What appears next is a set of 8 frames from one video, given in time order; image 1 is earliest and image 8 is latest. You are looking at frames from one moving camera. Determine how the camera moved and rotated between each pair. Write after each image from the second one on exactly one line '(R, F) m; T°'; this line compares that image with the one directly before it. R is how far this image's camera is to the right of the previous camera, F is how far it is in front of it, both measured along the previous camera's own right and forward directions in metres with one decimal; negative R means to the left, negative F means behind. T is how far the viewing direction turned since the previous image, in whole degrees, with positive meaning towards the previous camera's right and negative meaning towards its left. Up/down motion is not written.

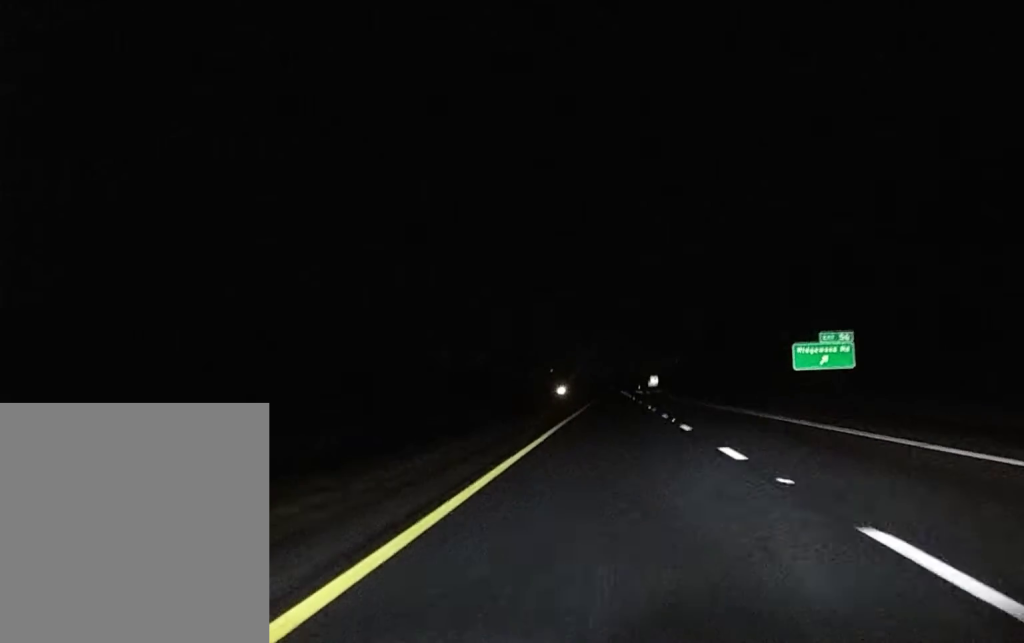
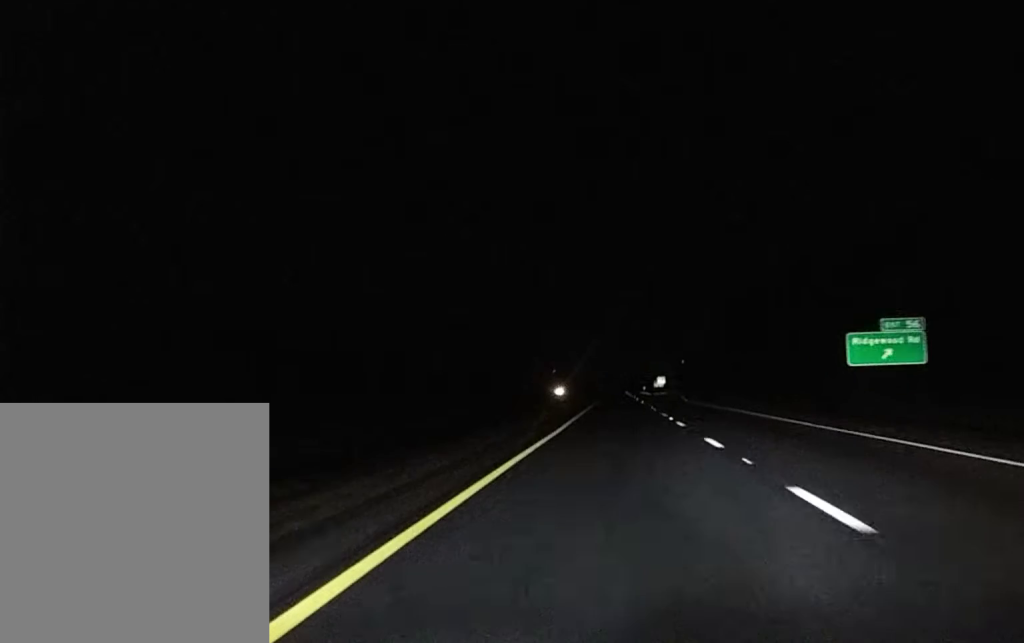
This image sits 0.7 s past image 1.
(-0.1, +20.4) m; 0°
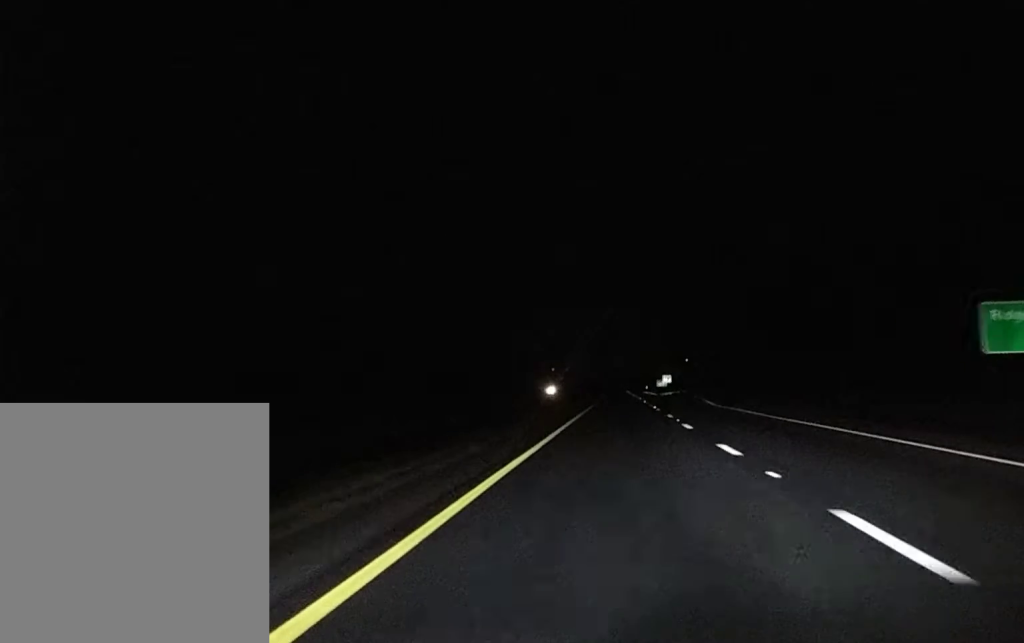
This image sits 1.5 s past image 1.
(+0.1, +26.5) m; 0°
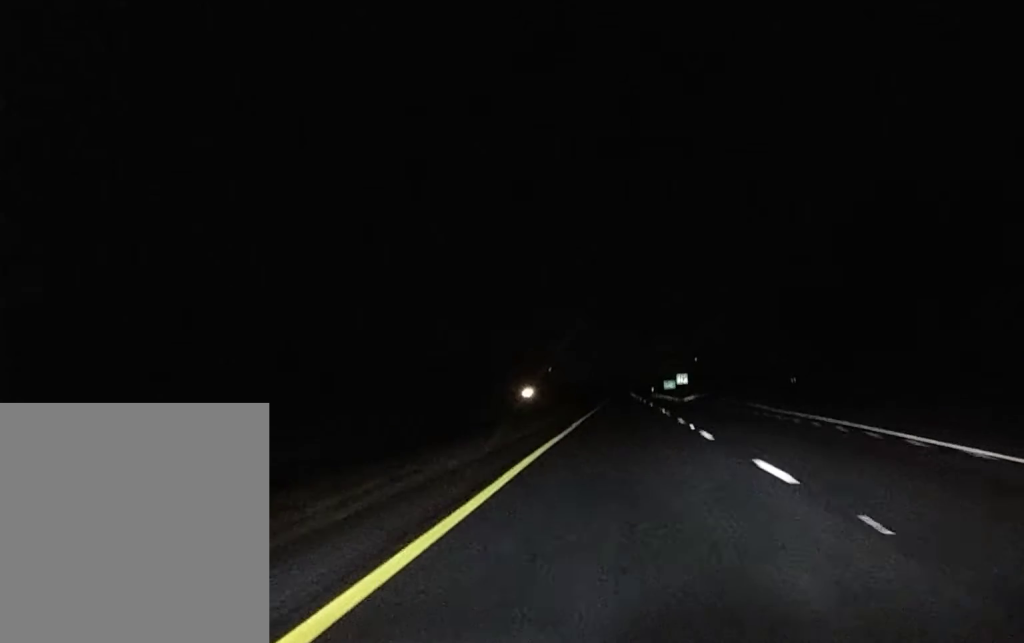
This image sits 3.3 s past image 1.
(-0.1, +54.3) m; 0°
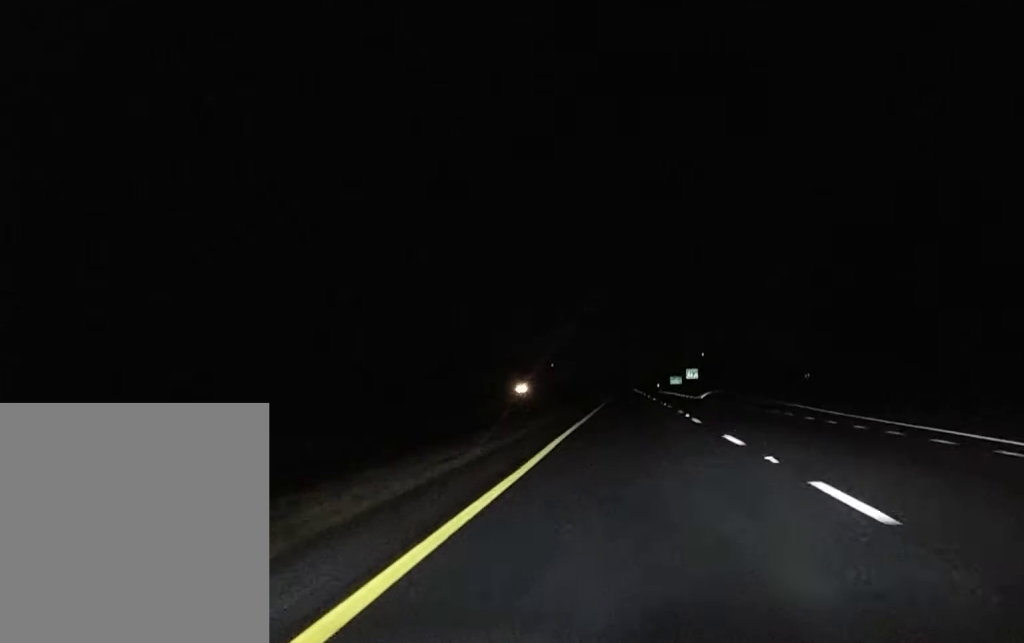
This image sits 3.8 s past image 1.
(0.0, +15.4) m; 0°
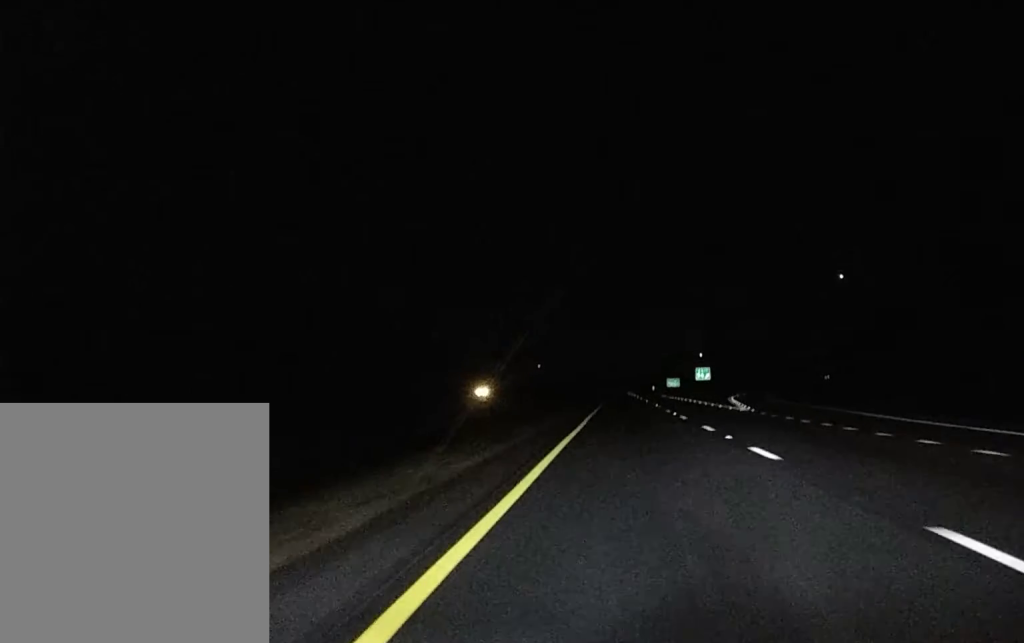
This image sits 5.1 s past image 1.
(+0.1, +41.3) m; 0°
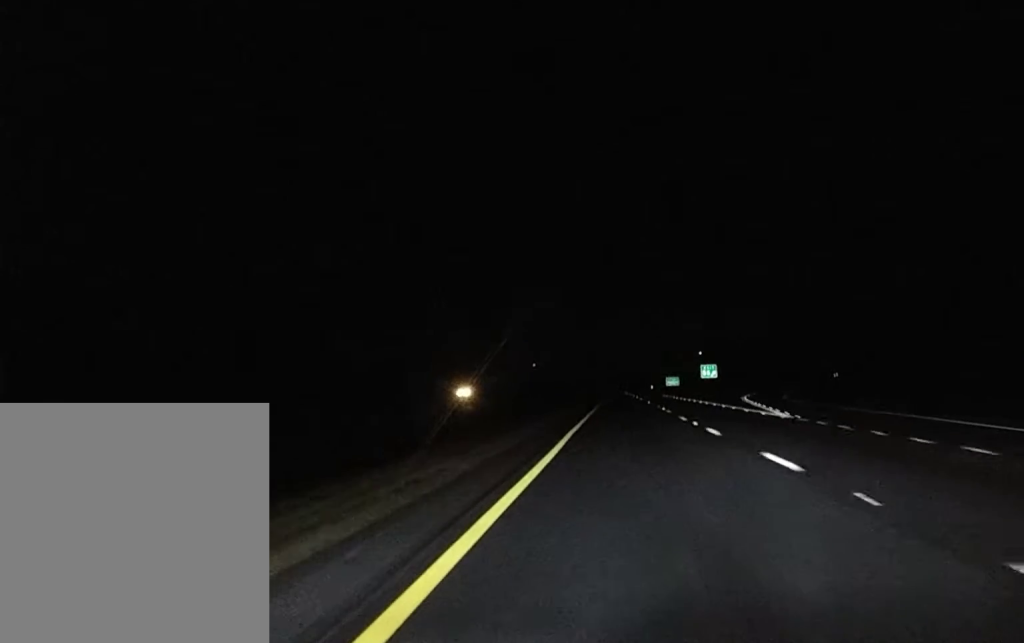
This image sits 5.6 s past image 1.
(0.0, +15.5) m; 0°
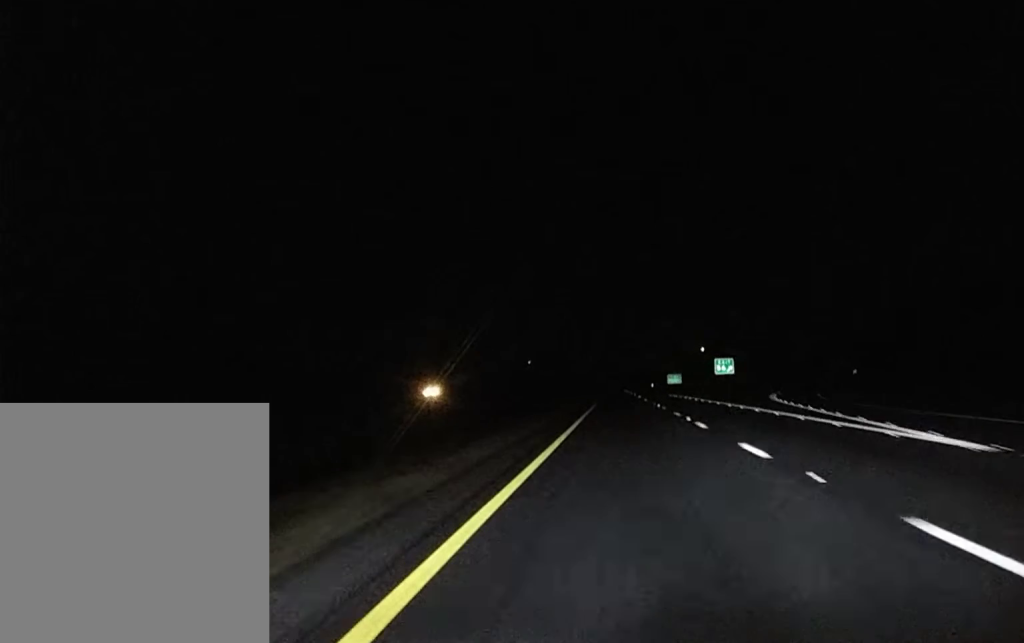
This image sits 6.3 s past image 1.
(0.0, +21.8) m; 0°
